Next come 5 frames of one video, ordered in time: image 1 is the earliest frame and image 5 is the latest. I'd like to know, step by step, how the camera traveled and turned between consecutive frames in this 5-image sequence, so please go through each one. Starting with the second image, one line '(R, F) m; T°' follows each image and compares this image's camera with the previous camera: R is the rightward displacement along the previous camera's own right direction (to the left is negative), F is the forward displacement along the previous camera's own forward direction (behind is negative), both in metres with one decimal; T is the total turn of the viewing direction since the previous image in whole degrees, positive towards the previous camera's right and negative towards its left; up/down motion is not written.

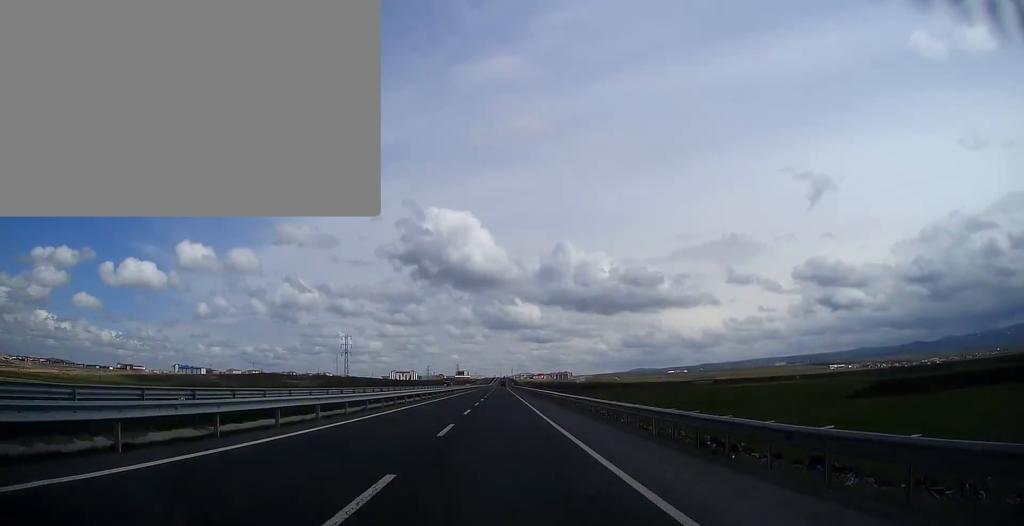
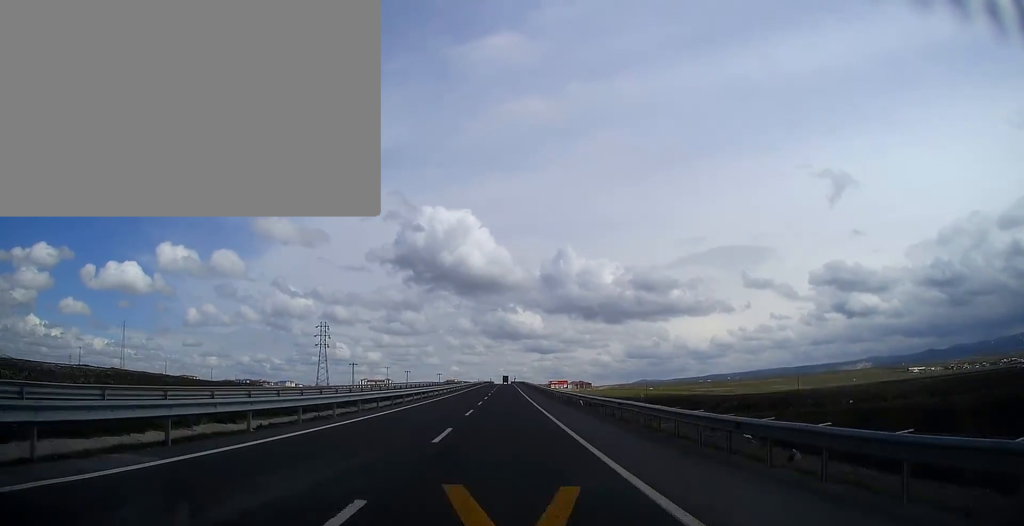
(+1.1, +440.4) m; 0°
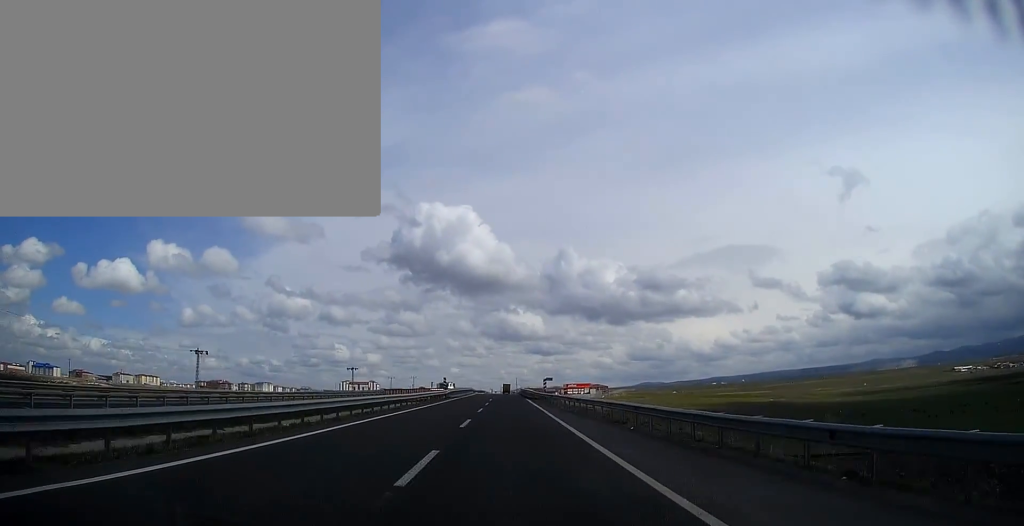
(-0.2, +192.7) m; 0°
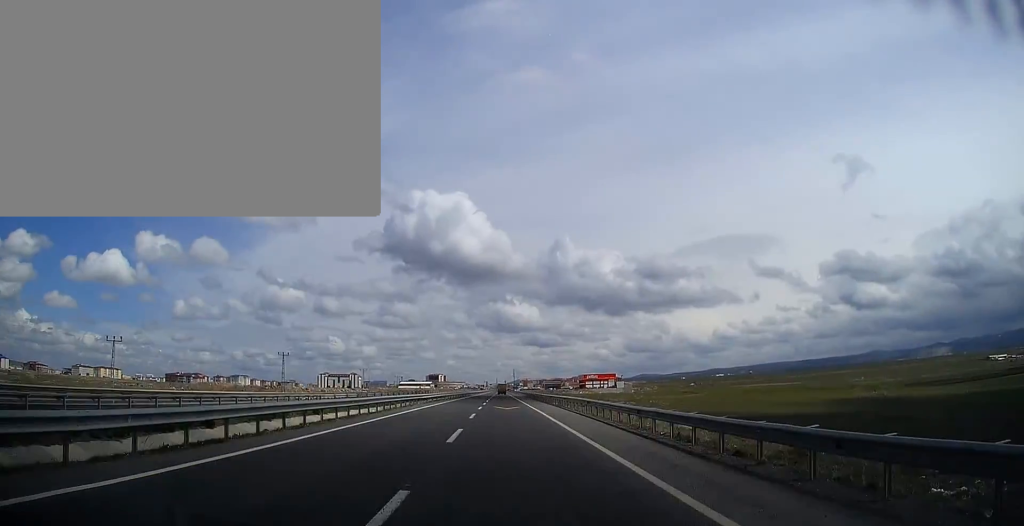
(+0.3, +145.8) m; 0°
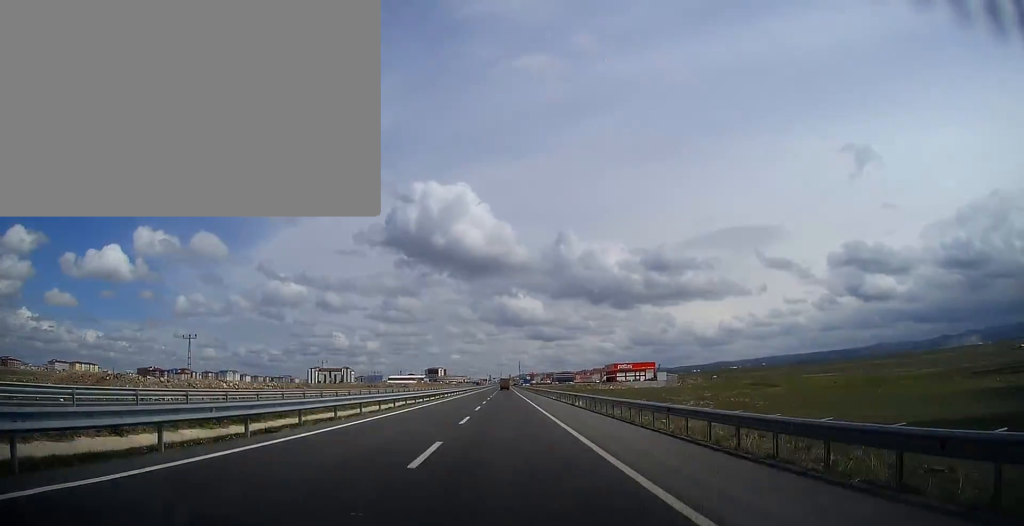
(-0.3, +97.3) m; 0°
